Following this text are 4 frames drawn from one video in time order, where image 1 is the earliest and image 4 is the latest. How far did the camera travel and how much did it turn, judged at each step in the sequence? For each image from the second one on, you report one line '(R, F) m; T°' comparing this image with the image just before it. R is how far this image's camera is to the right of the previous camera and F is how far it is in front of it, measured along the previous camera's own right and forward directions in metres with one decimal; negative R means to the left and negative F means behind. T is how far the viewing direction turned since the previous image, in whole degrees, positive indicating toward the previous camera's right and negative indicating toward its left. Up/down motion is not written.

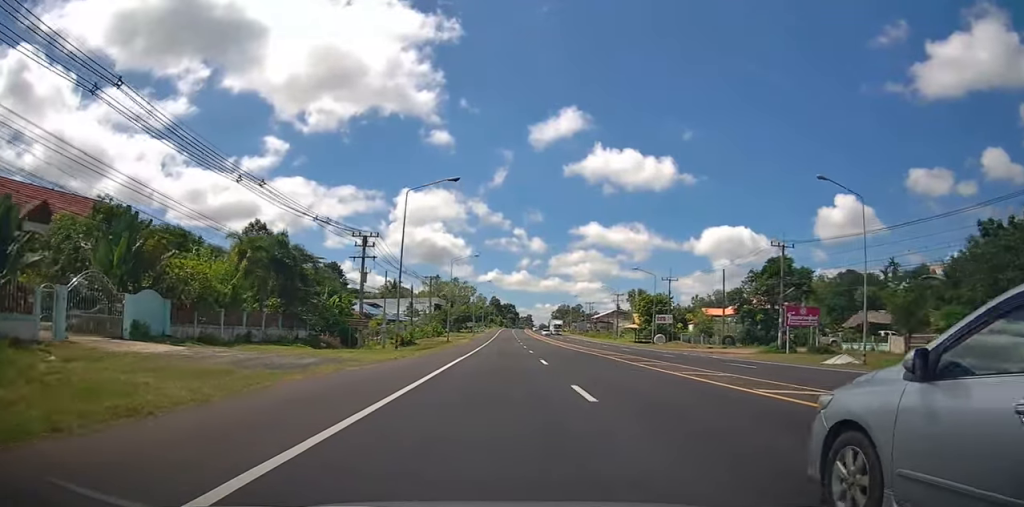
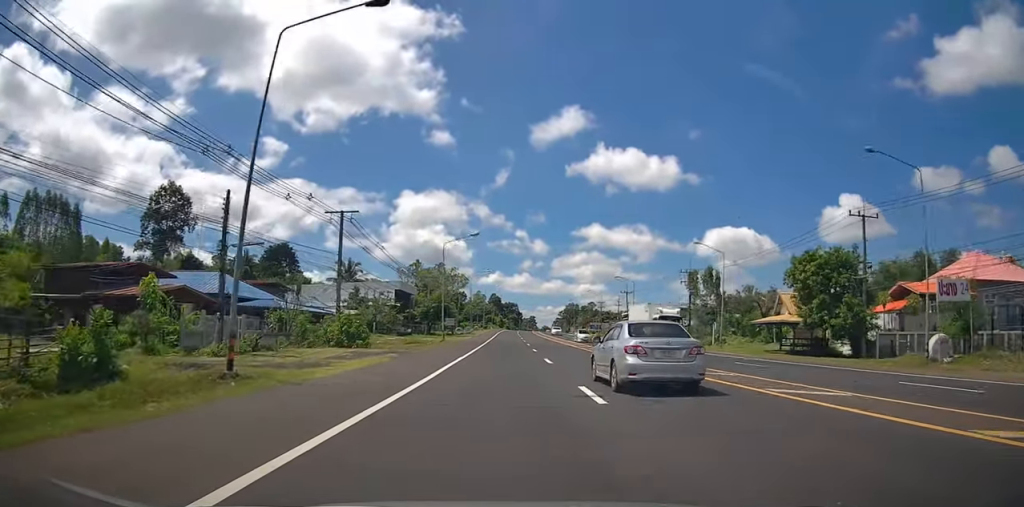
(-0.2, +48.5) m; 0°
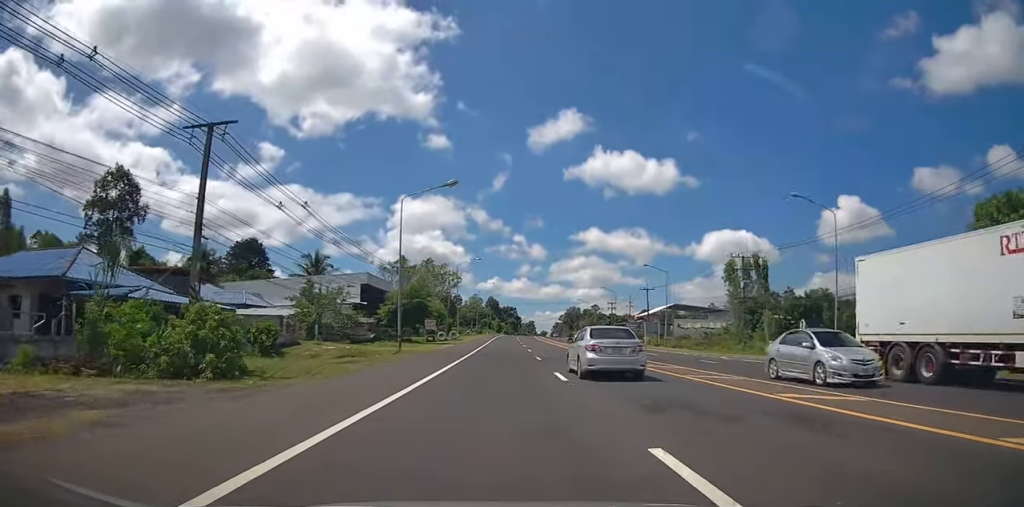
(0.0, +18.7) m; 0°
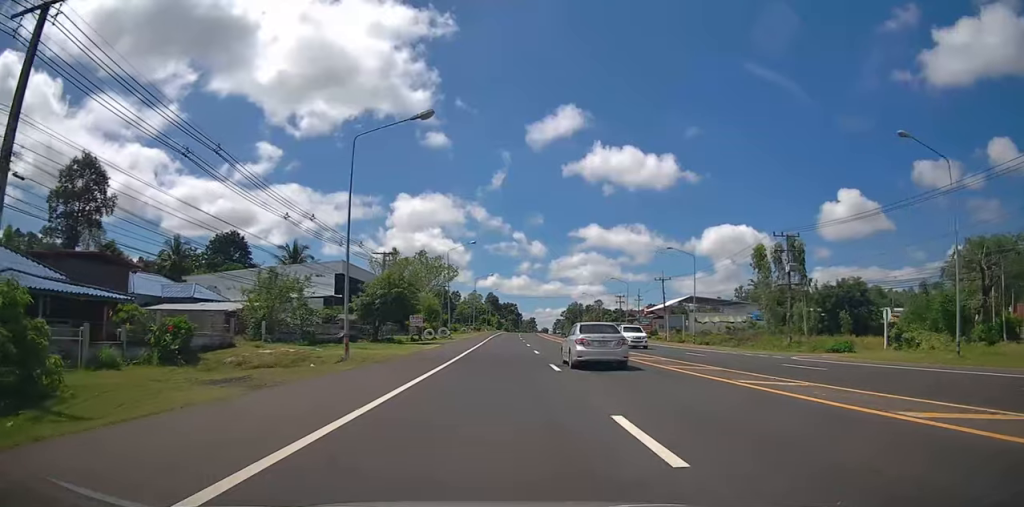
(-0.1, +10.0) m; 0°
